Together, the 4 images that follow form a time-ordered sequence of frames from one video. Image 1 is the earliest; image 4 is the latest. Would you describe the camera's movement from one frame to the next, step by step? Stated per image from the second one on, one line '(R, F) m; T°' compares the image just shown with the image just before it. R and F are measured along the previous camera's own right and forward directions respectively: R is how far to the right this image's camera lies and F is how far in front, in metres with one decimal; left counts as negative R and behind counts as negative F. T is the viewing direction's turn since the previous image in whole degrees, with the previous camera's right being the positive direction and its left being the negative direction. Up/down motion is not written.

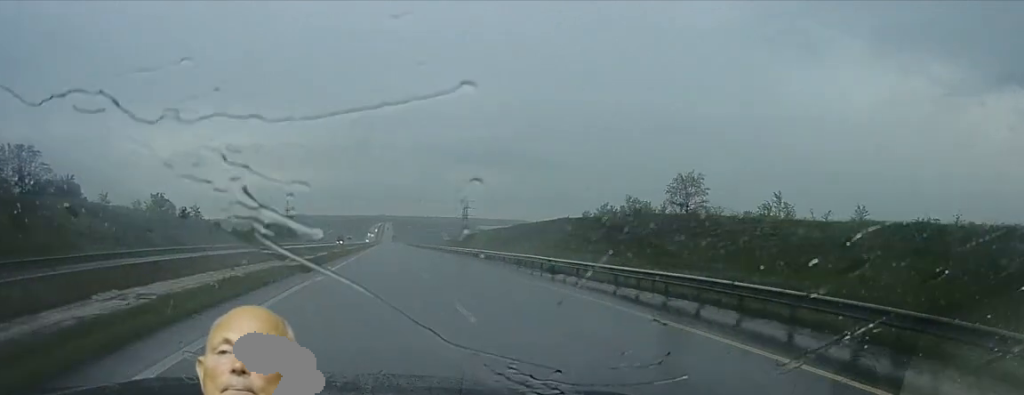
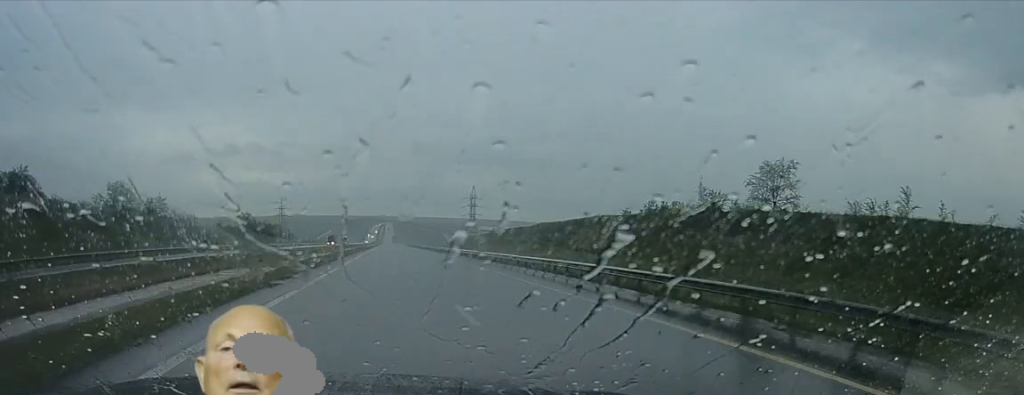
(0.0, +24.3) m; 0°
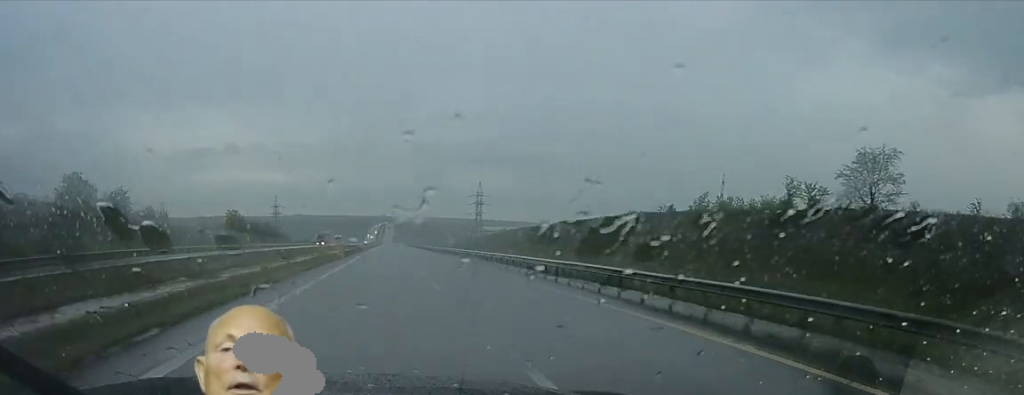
(0.0, +18.5) m; 0°
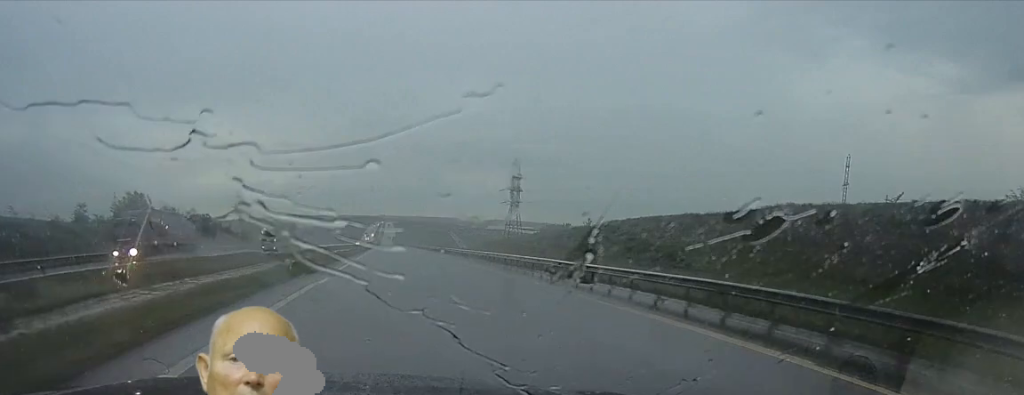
(0.0, +74.9) m; +1°
